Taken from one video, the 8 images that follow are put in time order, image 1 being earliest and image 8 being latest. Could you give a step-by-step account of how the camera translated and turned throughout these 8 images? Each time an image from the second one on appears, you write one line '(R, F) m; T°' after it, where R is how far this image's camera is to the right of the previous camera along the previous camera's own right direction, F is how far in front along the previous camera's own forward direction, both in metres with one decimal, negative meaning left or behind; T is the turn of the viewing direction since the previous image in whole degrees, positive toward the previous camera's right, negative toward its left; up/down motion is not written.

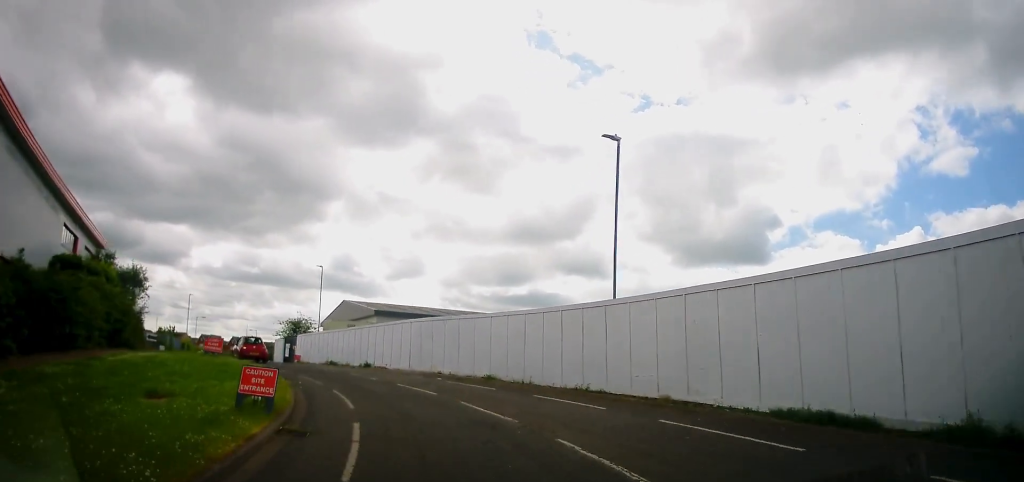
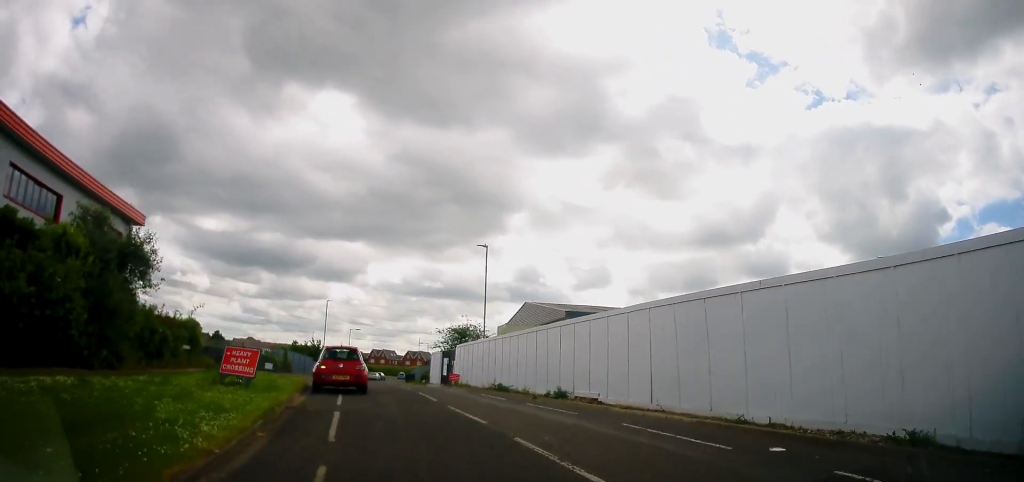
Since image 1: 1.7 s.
(-2.3, +15.0) m; -18°
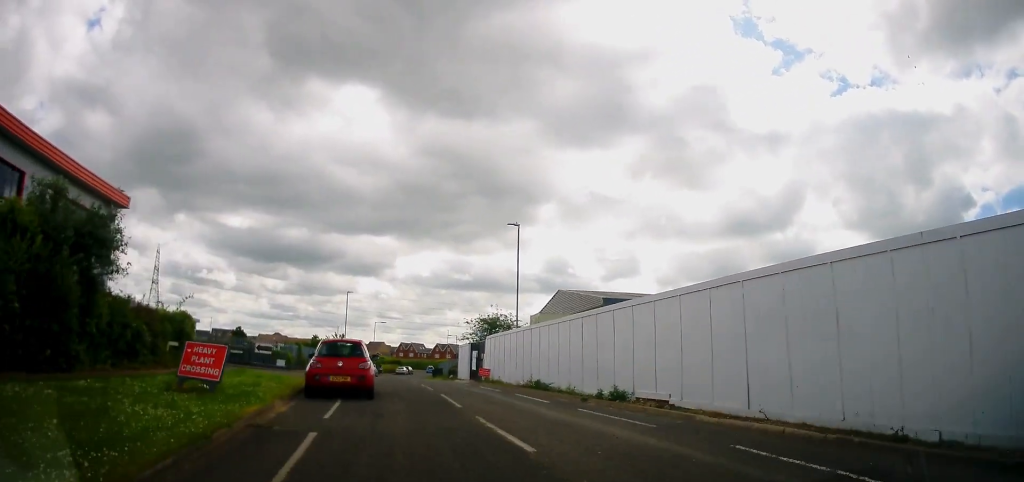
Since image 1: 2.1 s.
(-0.1, +3.7) m; -2°
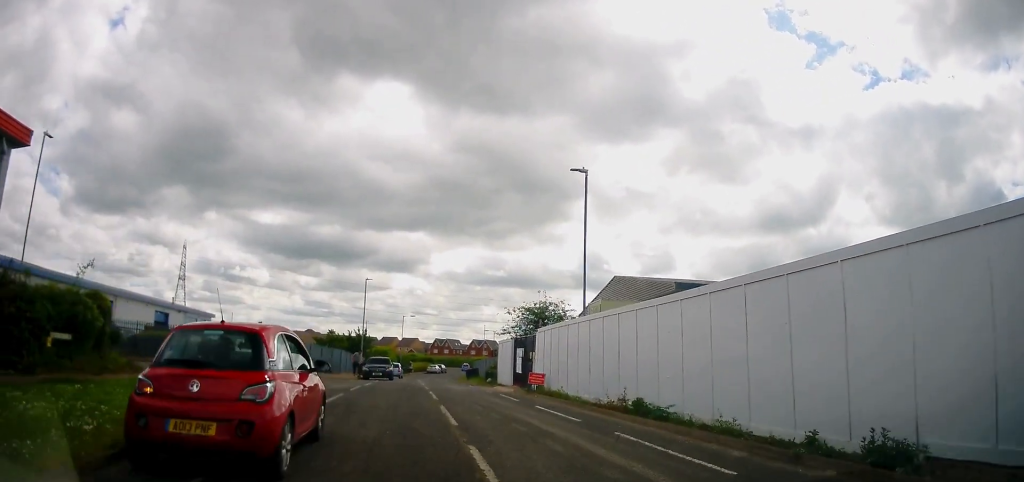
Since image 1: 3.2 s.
(-0.5, +9.3) m; -6°
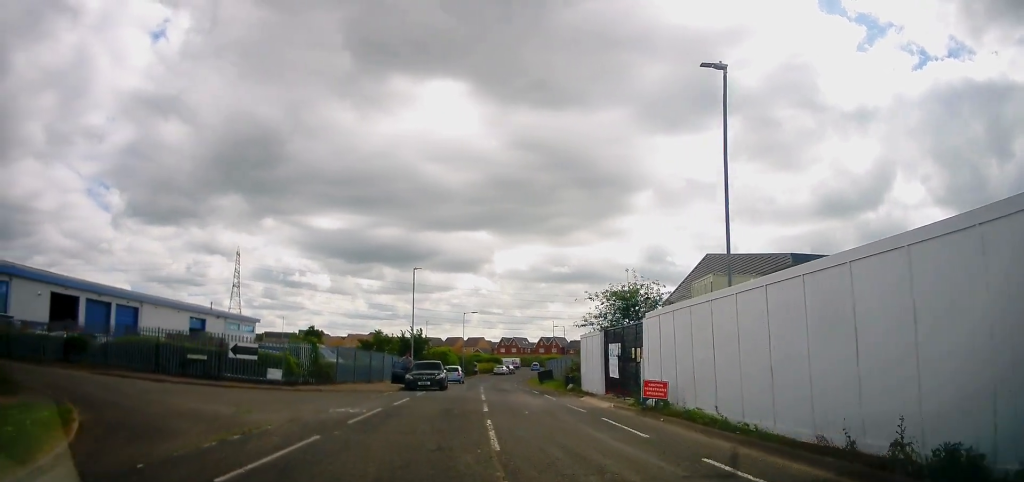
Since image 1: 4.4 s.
(-0.3, +8.3) m; -3°
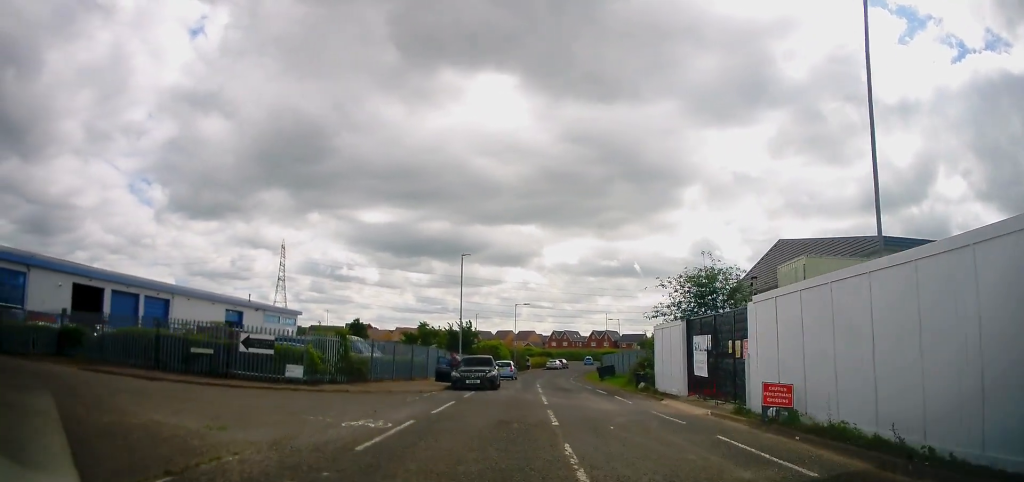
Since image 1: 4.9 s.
(0.0, +3.8) m; -2°
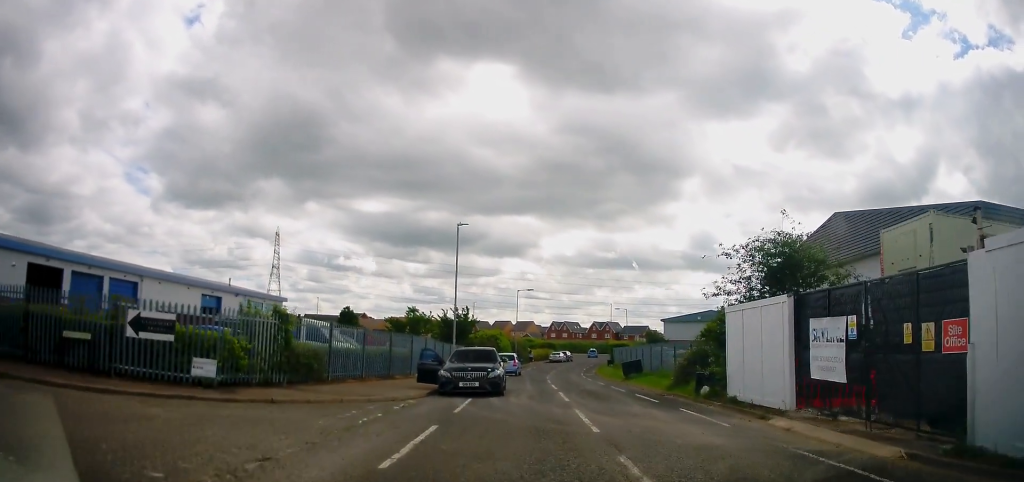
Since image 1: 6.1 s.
(-0.4, +7.2) m; -4°
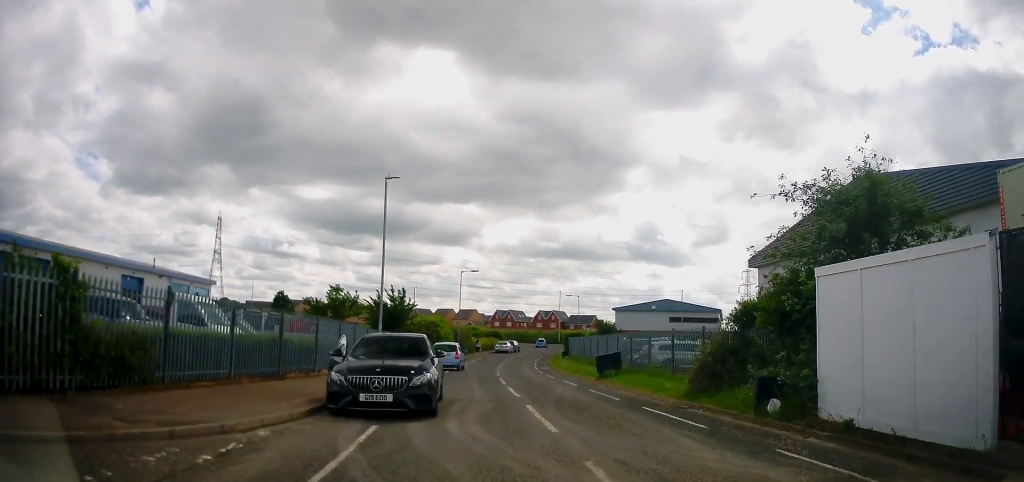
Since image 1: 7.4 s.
(0.0, +7.5) m; +5°
